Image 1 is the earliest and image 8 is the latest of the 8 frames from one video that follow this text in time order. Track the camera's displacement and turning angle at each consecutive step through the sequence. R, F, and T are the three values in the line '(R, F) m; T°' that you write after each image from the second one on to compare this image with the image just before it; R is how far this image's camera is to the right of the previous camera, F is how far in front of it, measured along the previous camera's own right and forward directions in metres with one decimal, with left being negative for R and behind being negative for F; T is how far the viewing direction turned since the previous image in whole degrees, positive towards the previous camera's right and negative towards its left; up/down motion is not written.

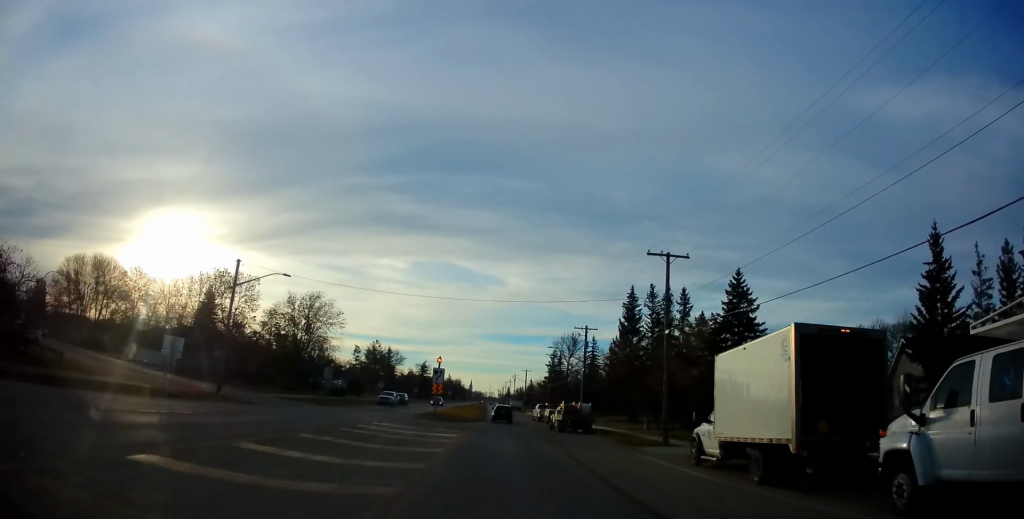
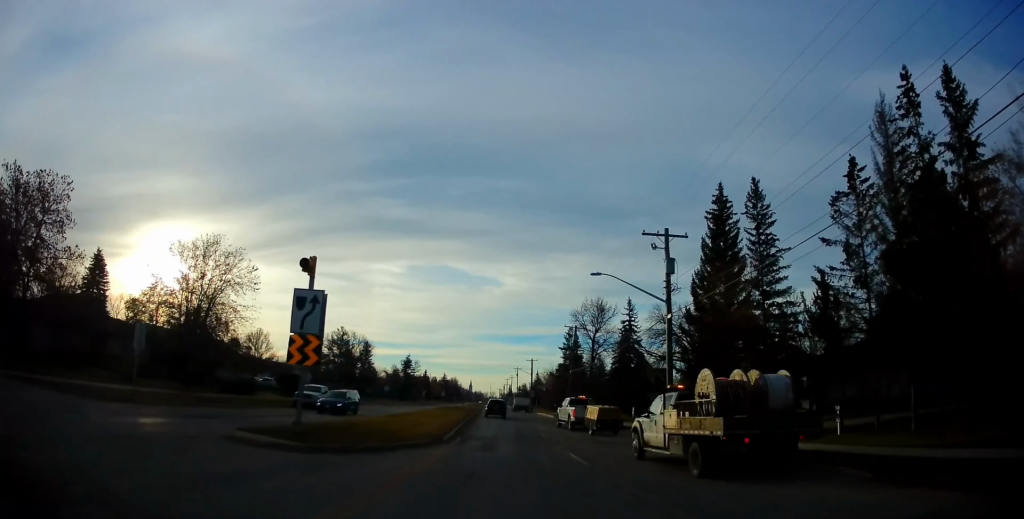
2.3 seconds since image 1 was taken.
(+0.1, +32.3) m; 0°
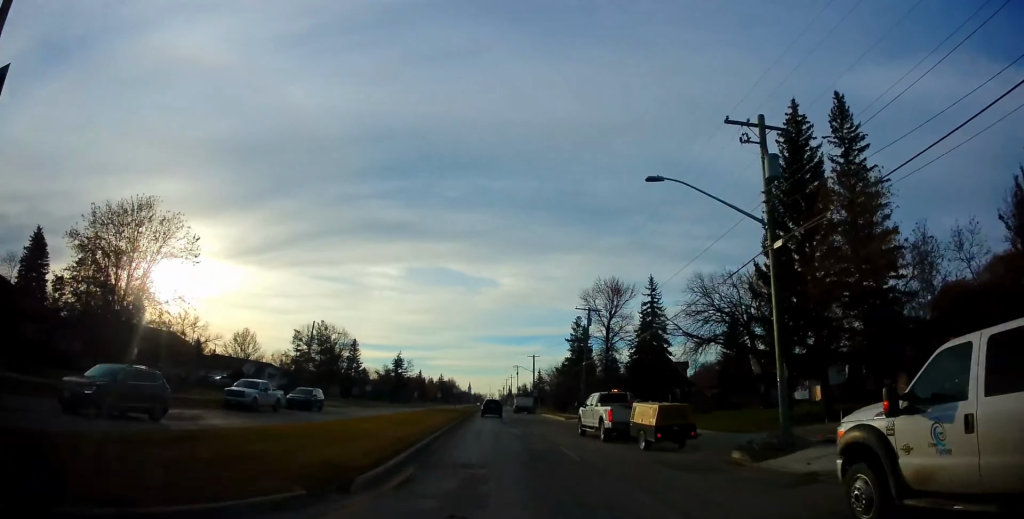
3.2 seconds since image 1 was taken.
(0.0, +12.0) m; 0°
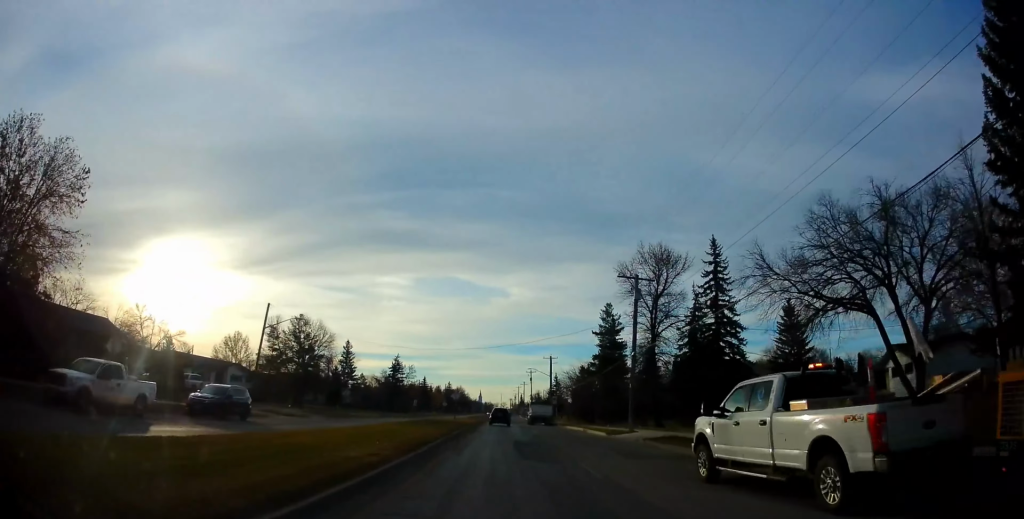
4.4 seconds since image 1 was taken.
(-0.2, +16.1) m; -1°
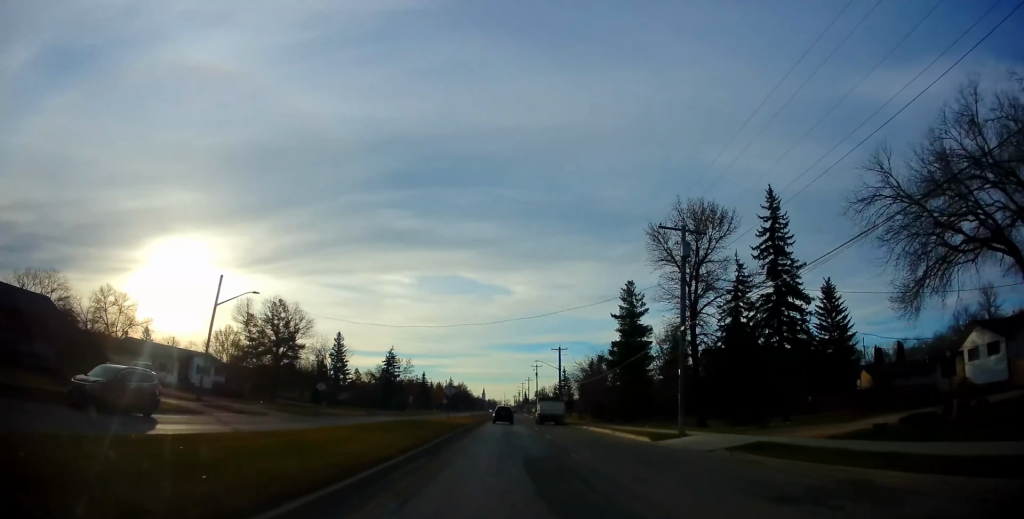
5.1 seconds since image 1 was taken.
(-0.1, +9.8) m; 0°
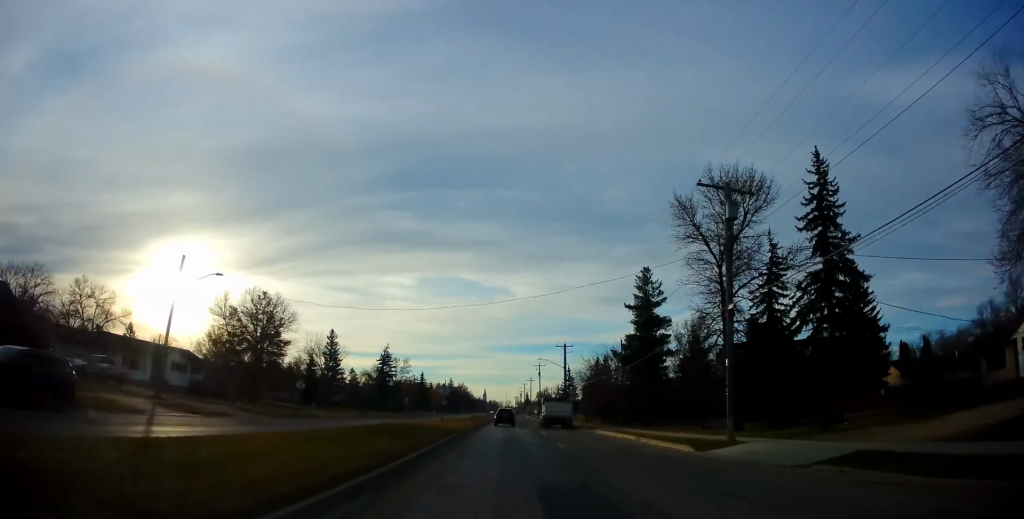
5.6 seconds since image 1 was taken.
(0.0, +5.8) m; 0°
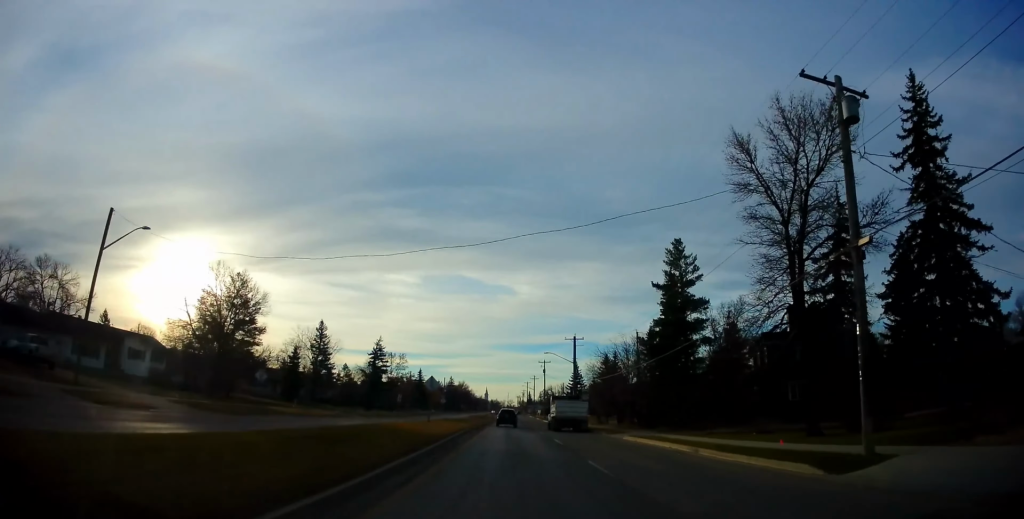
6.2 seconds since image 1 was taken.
(0.0, +8.5) m; 0°
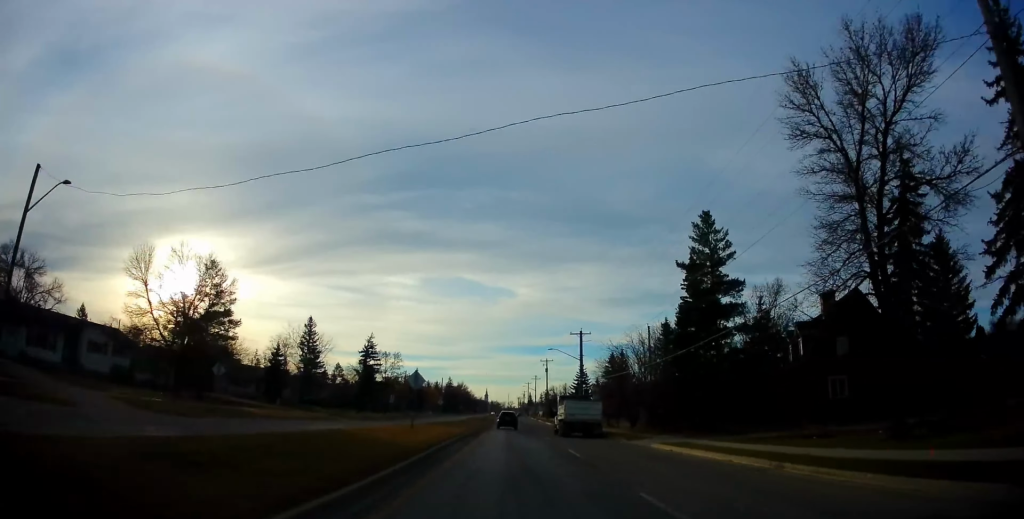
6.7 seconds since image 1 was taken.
(0.0, +6.2) m; 0°
